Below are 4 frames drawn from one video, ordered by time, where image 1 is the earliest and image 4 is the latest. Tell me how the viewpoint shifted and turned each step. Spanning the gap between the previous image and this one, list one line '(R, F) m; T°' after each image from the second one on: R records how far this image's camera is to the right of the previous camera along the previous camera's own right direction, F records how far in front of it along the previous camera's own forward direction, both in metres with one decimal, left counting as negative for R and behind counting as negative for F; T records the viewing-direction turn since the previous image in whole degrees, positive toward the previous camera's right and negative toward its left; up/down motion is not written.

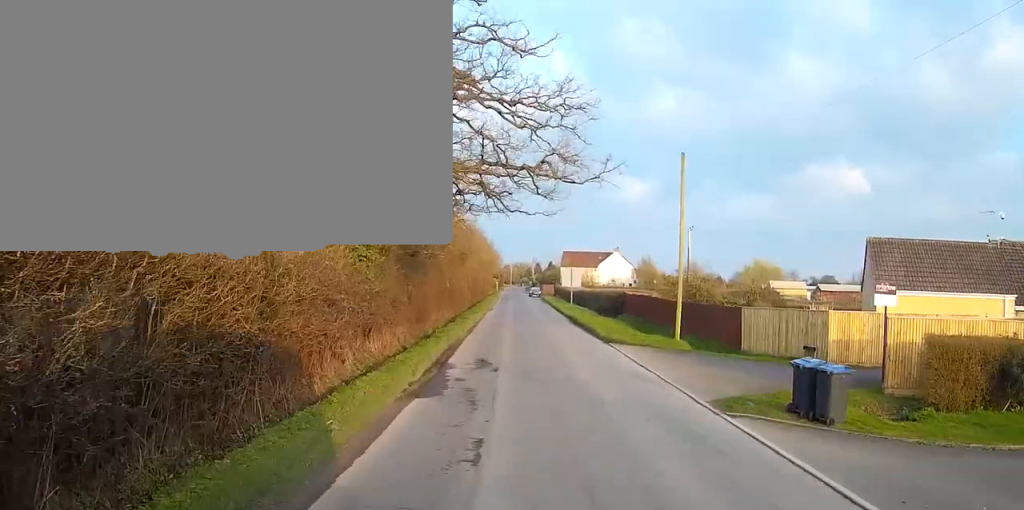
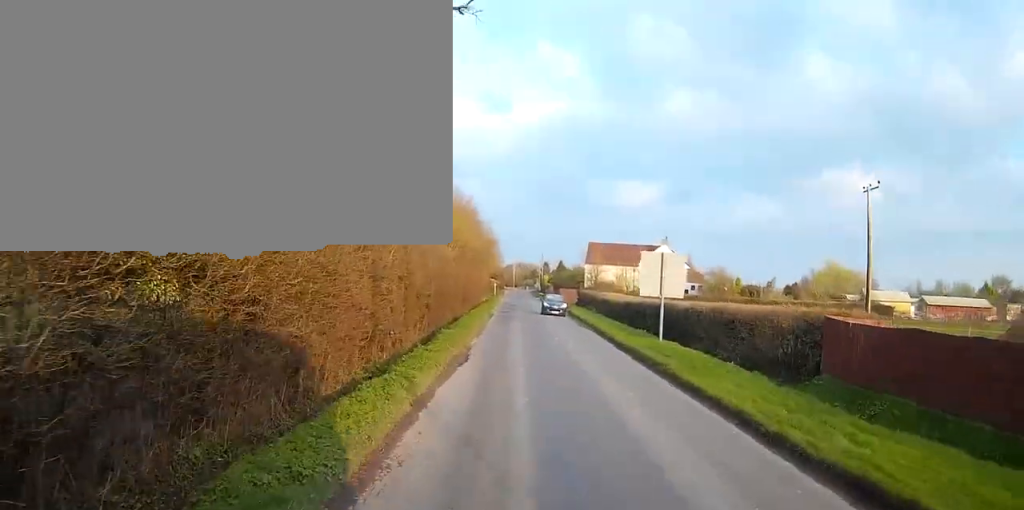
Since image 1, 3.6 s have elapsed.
(-2.7, +35.1) m; -6°
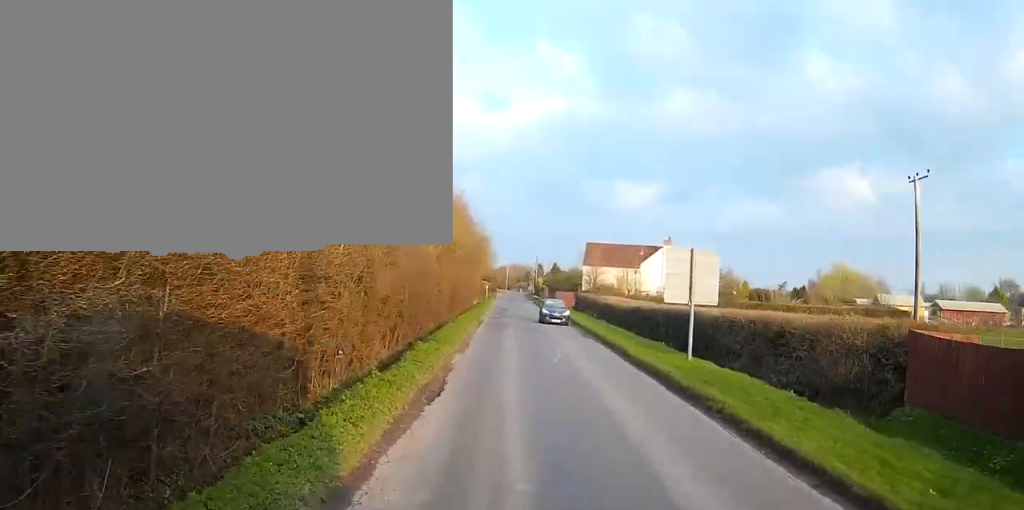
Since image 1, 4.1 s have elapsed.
(-0.2, +5.3) m; +1°
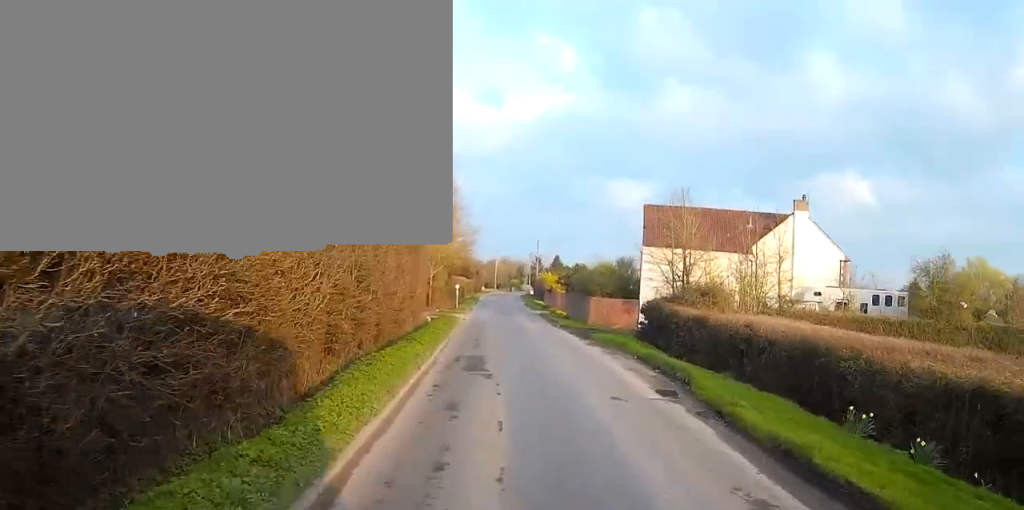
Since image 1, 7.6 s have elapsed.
(+1.0, +44.8) m; 0°
